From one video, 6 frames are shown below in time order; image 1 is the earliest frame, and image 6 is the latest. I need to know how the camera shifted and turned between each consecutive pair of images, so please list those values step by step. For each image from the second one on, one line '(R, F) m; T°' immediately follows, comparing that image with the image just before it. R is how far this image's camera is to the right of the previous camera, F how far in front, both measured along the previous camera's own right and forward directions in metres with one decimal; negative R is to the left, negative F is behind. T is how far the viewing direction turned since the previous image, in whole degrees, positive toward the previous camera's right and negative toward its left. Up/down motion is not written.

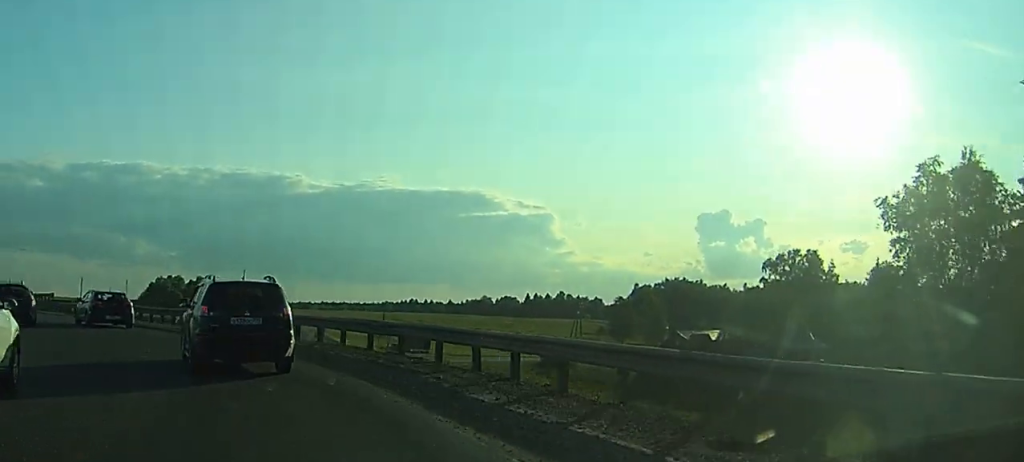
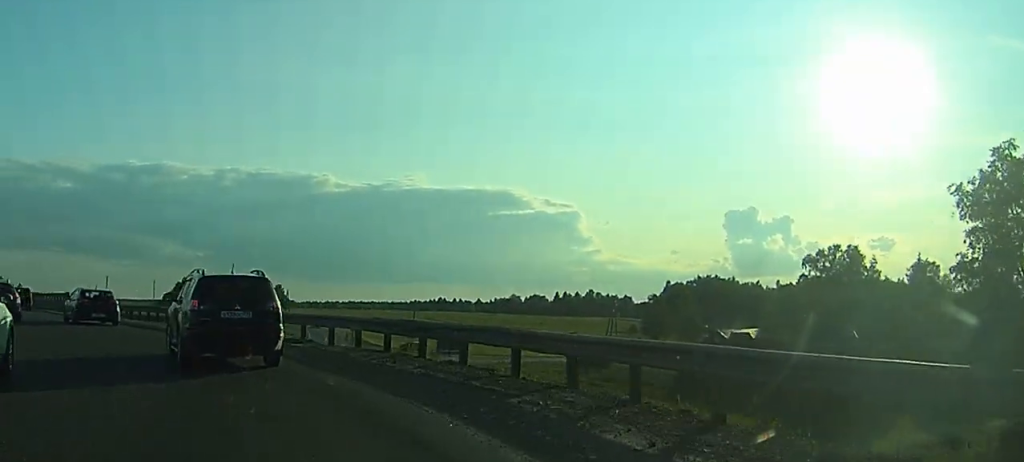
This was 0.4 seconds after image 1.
(0.0, +3.7) m; -1°
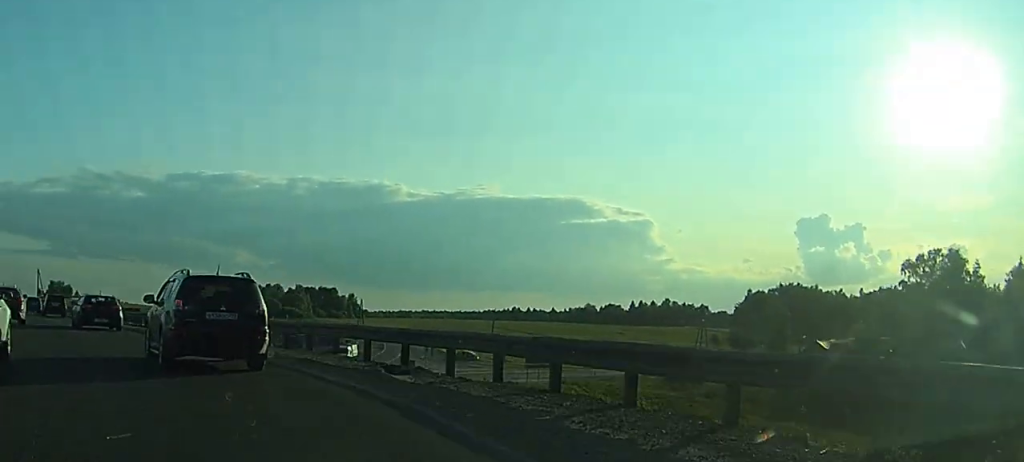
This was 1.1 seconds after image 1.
(-0.1, +6.9) m; -2°
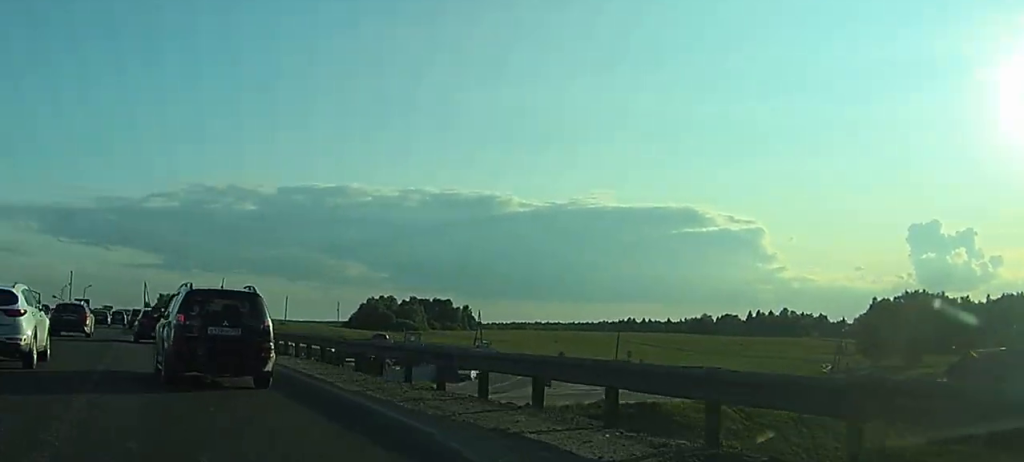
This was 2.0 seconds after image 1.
(-0.2, +8.1) m; -4°
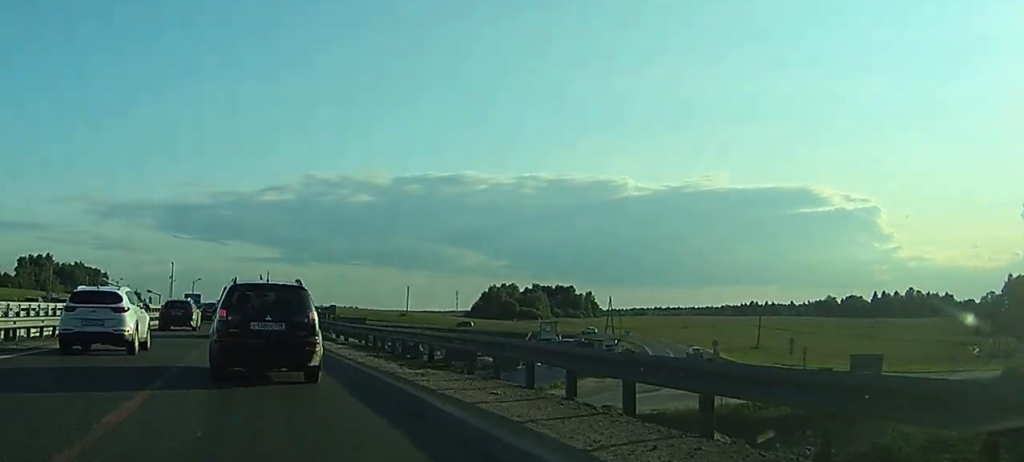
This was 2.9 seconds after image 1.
(-0.4, +9.8) m; -5°
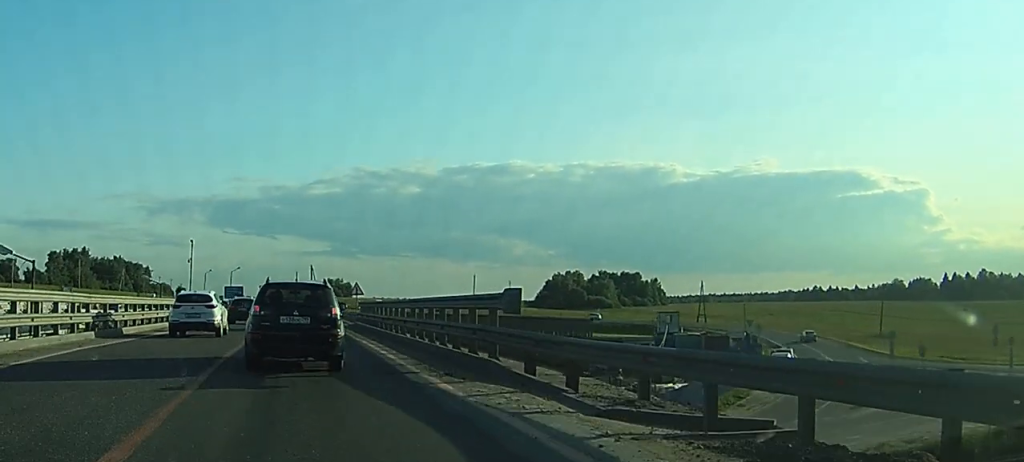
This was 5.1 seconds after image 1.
(-2.5, +22.6) m; -11°
